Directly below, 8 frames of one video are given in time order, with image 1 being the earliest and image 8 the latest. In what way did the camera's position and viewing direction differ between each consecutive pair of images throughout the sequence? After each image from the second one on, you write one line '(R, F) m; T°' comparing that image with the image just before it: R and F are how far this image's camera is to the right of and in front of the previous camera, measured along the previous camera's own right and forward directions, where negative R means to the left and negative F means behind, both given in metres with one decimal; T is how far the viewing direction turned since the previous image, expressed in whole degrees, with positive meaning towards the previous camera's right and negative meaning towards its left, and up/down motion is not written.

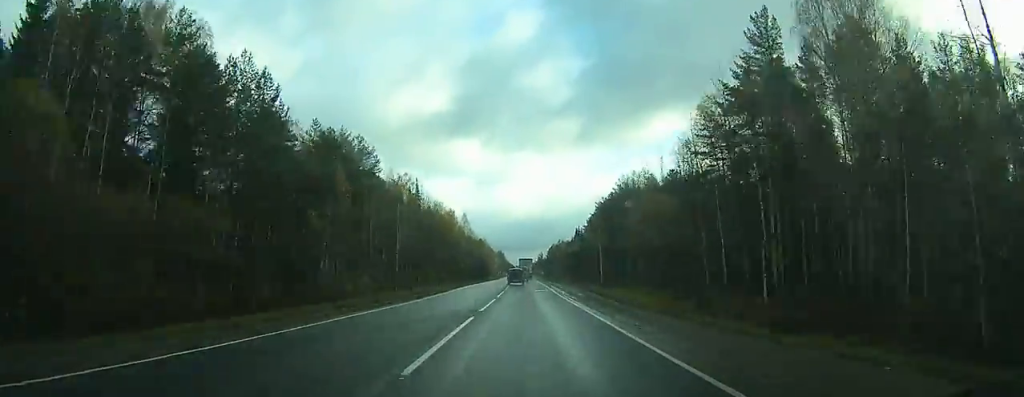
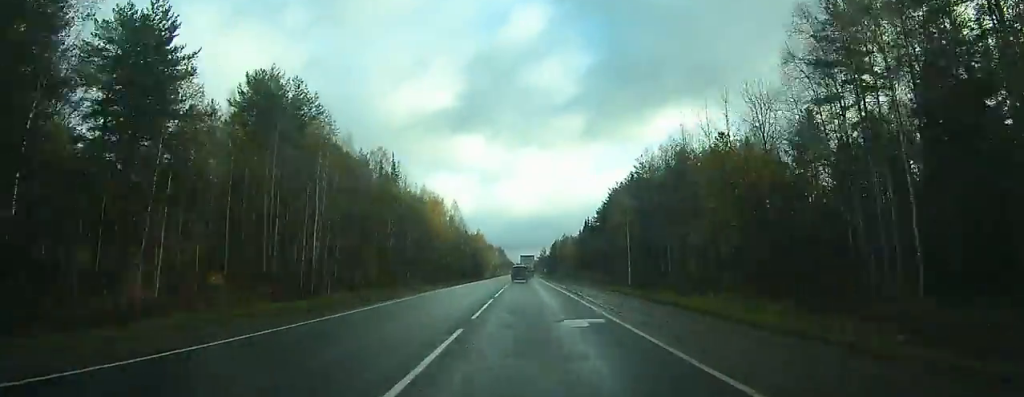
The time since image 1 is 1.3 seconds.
(+0.1, +28.4) m; 0°
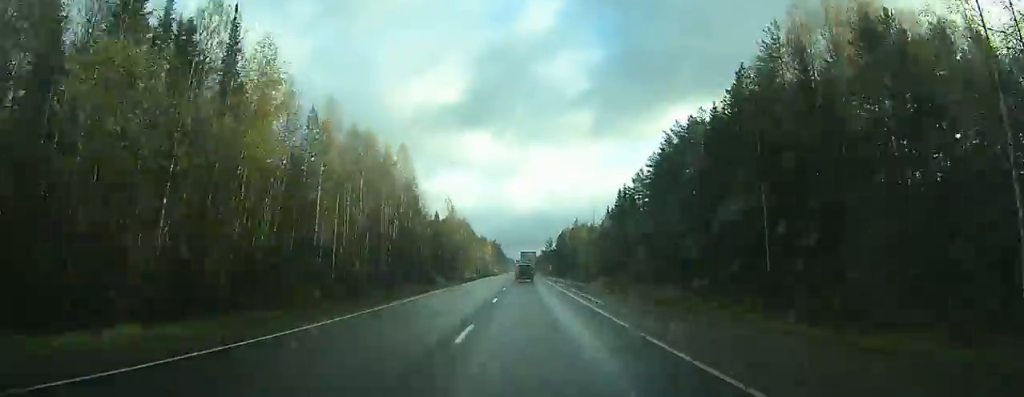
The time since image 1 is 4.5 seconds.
(-0.6, +69.6) m; -1°
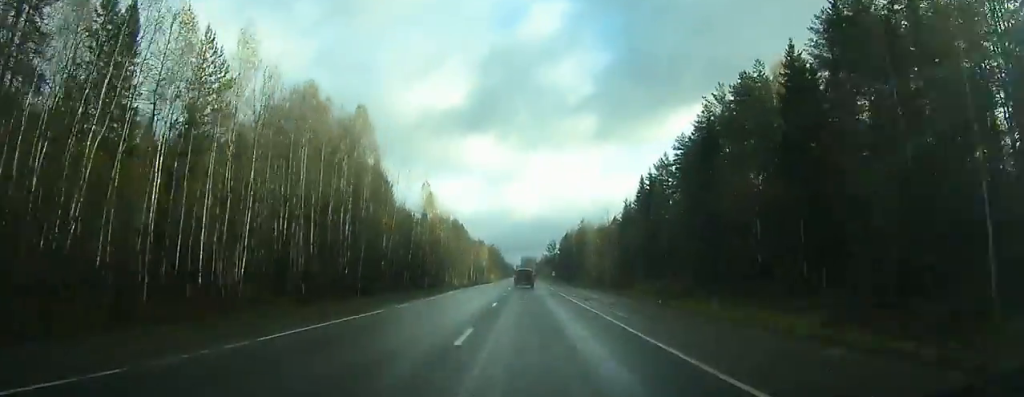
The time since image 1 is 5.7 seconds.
(0.0, +24.7) m; 0°
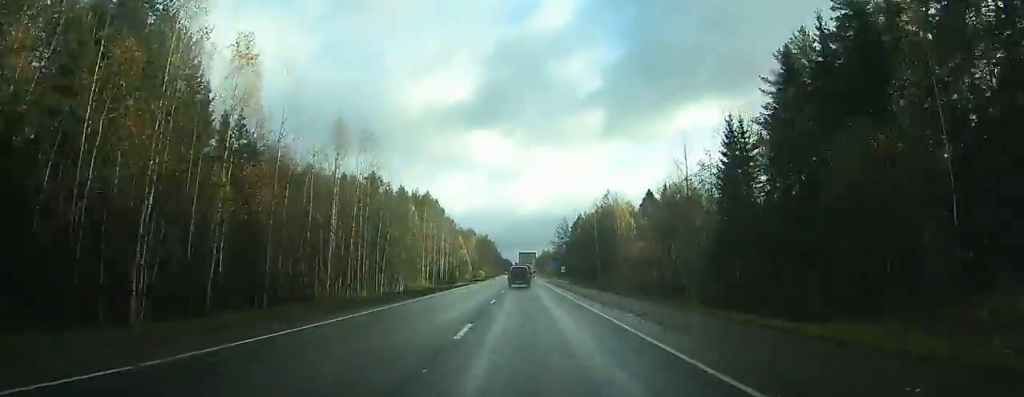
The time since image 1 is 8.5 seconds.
(+0.6, +60.6) m; +1°
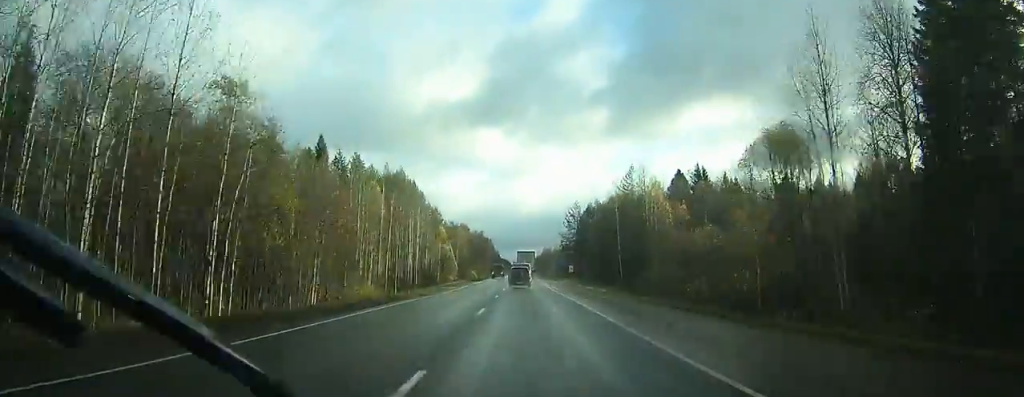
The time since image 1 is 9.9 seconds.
(+0.1, +31.2) m; 0°
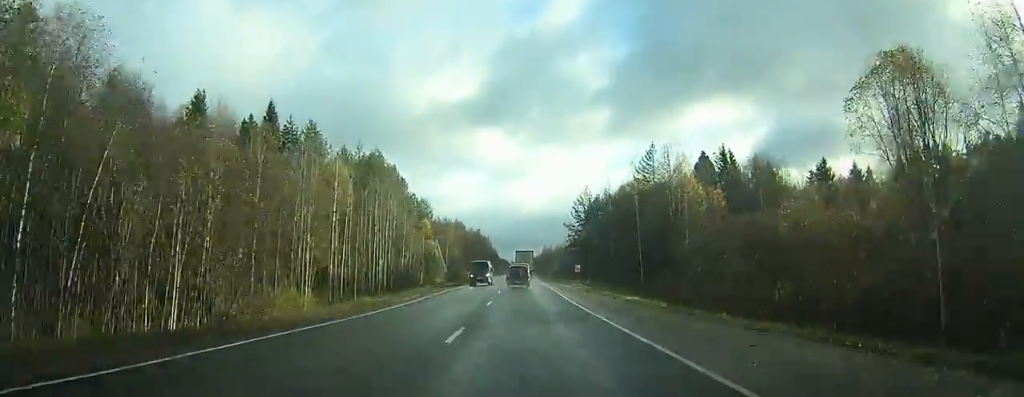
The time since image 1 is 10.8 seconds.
(0.0, +18.4) m; 0°
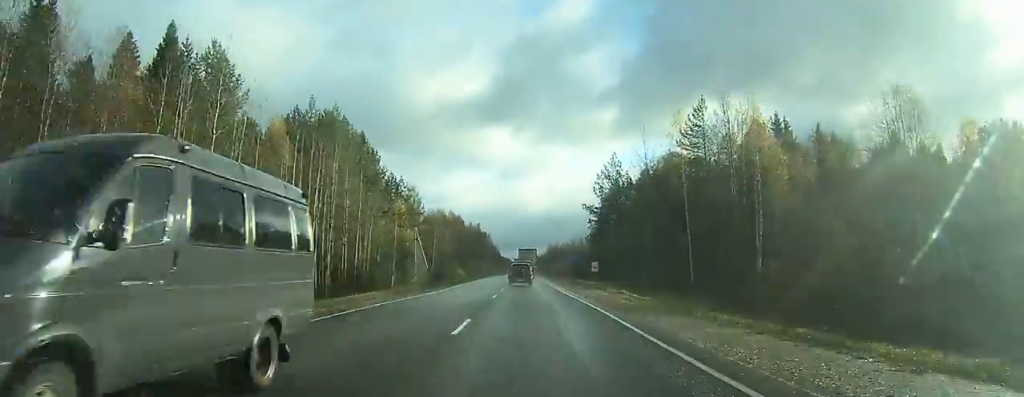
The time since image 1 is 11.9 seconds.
(+0.1, +23.5) m; 0°
